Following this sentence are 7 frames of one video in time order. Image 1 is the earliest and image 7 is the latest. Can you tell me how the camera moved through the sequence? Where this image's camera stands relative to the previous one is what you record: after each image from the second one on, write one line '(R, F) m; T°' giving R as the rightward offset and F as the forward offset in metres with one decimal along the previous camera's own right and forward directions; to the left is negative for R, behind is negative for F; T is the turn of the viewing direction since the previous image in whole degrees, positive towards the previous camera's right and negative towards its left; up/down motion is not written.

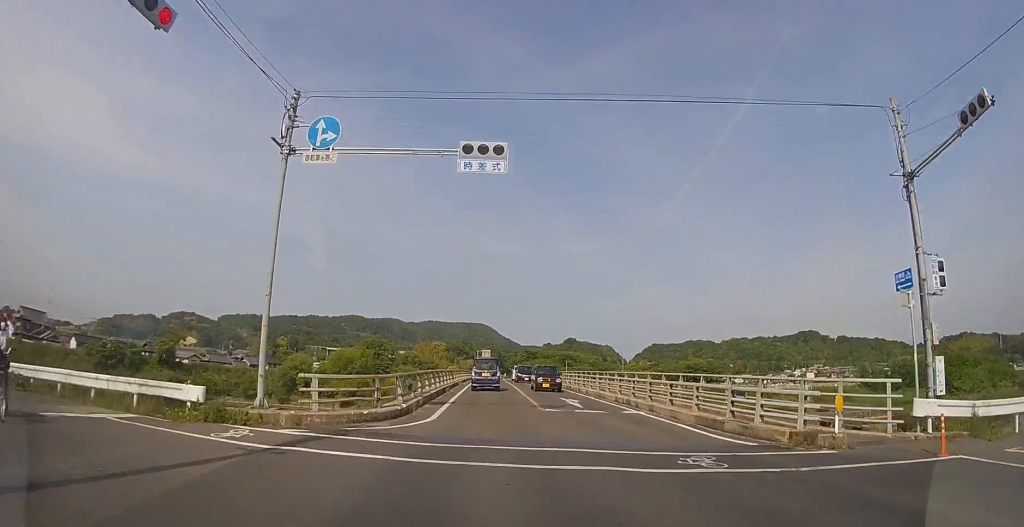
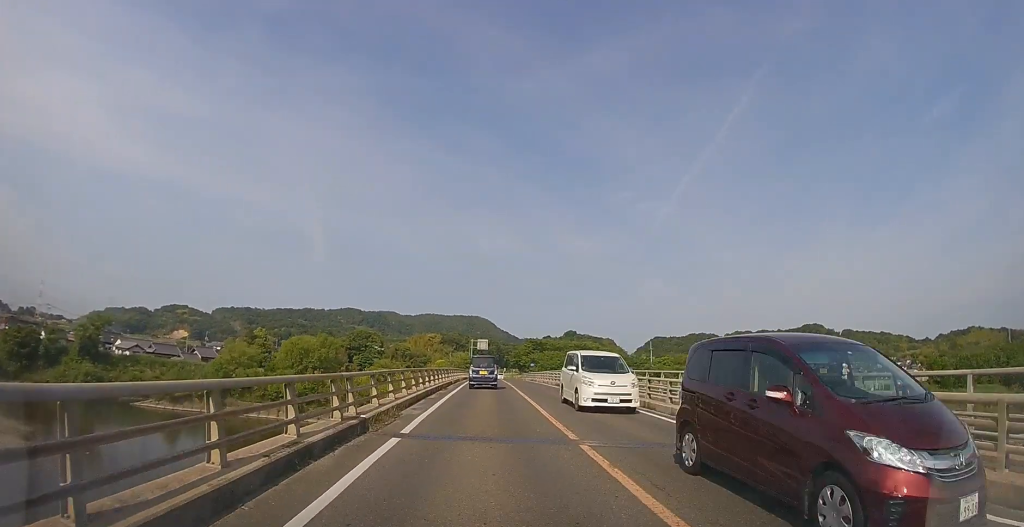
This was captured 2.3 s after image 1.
(+0.1, +23.3) m; 0°
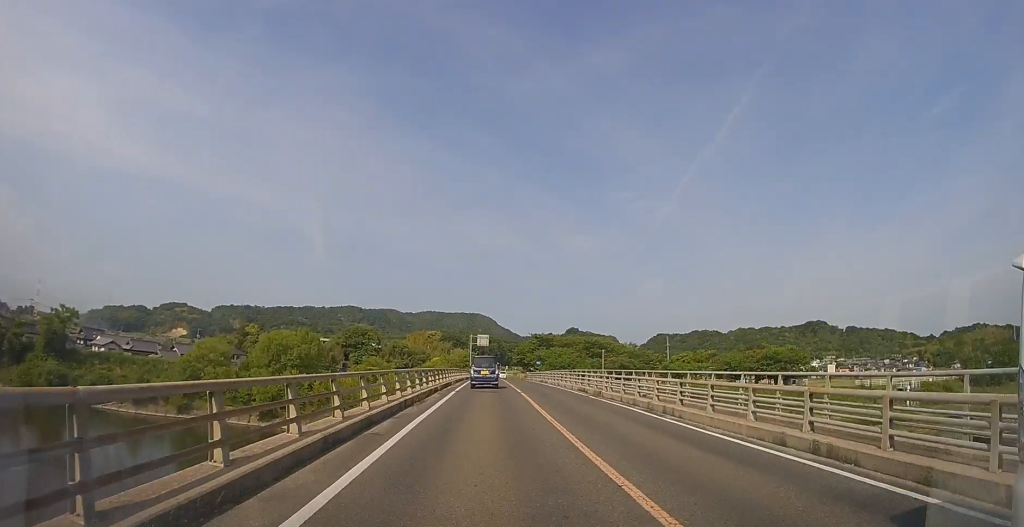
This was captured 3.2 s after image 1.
(0.0, +8.8) m; 0°
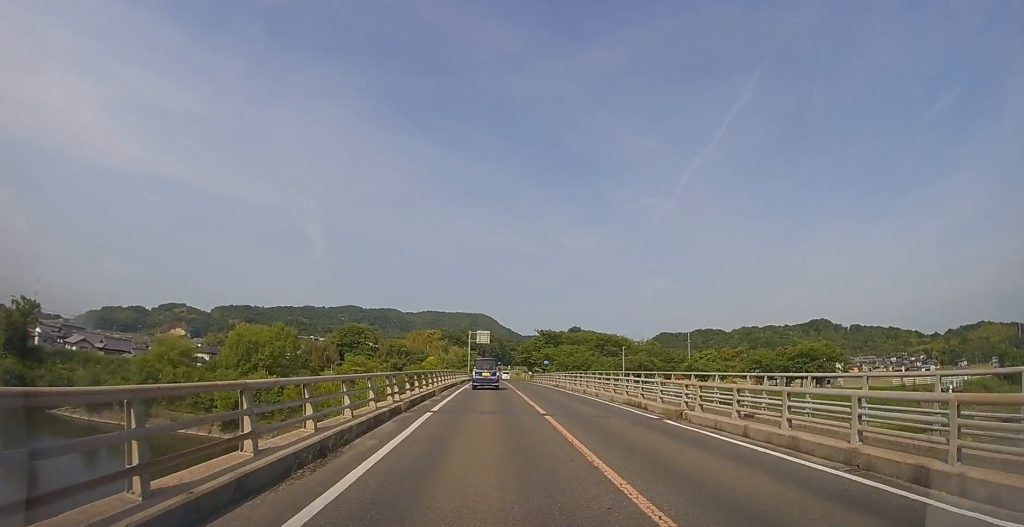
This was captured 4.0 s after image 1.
(0.0, +9.4) m; 0°
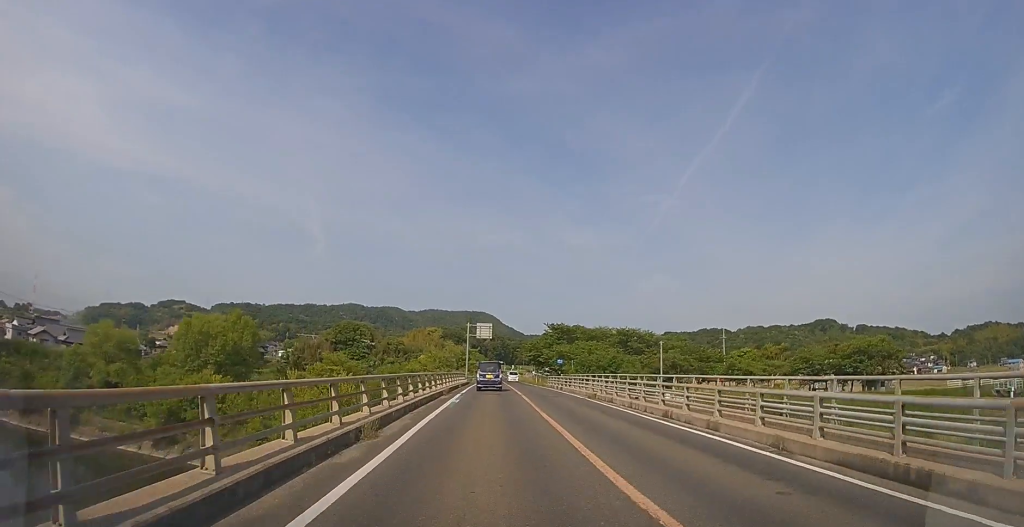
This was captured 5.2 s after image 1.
(0.0, +12.2) m; 0°
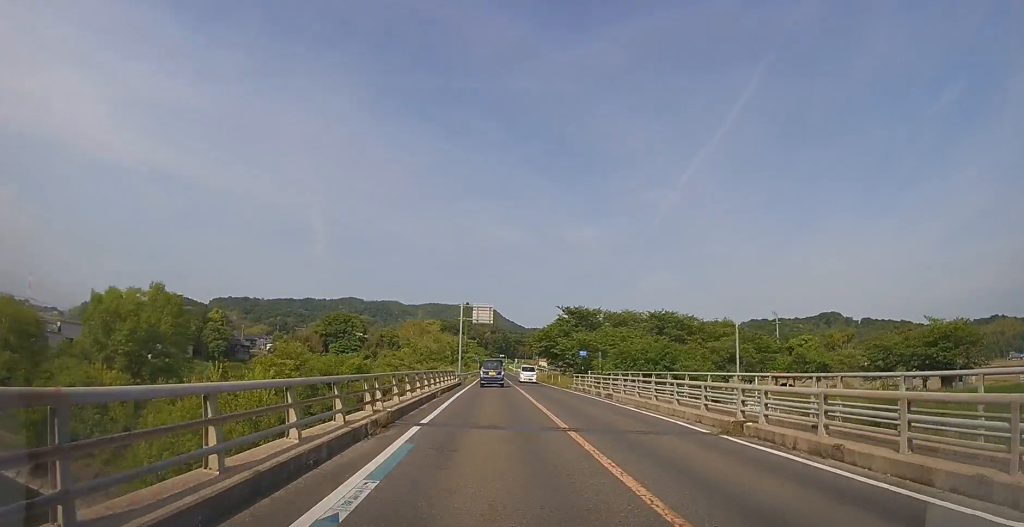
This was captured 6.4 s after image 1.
(0.0, +13.9) m; 0°
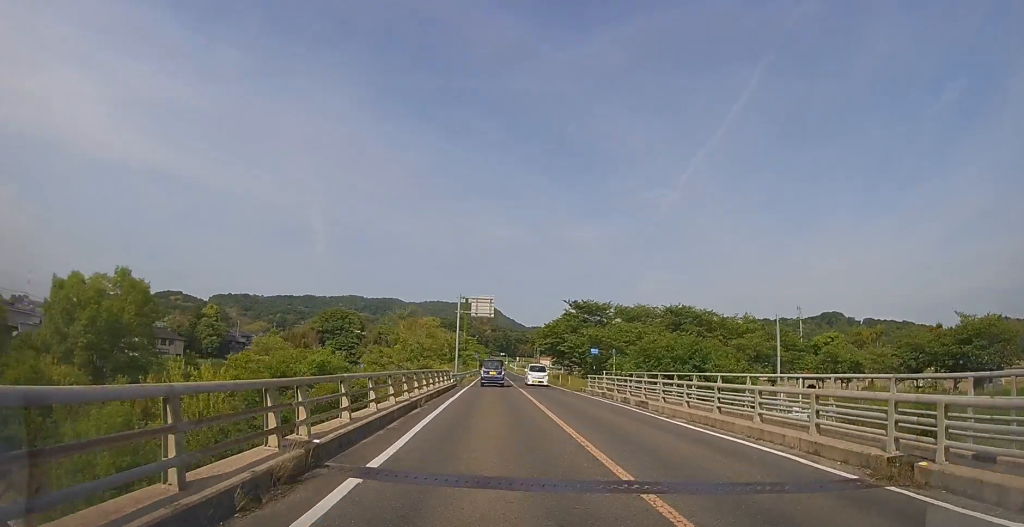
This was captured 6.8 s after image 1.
(0.0, +5.1) m; 0°
